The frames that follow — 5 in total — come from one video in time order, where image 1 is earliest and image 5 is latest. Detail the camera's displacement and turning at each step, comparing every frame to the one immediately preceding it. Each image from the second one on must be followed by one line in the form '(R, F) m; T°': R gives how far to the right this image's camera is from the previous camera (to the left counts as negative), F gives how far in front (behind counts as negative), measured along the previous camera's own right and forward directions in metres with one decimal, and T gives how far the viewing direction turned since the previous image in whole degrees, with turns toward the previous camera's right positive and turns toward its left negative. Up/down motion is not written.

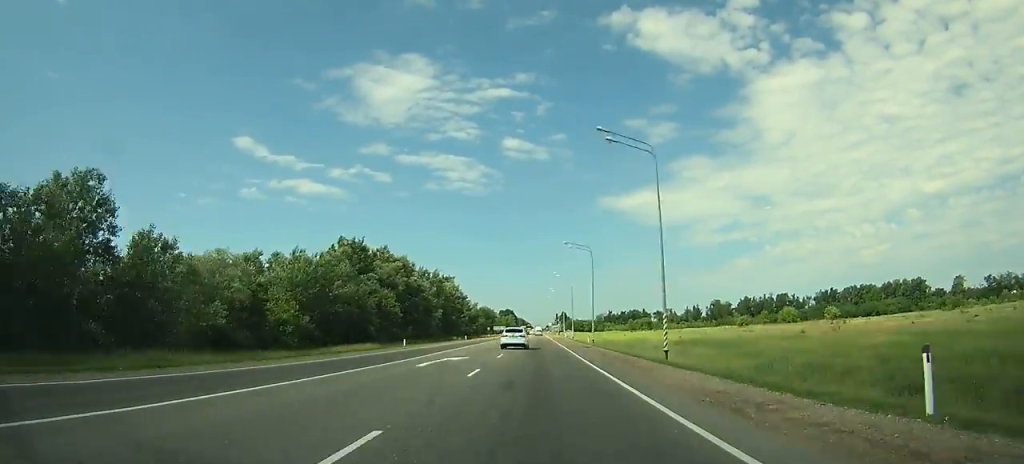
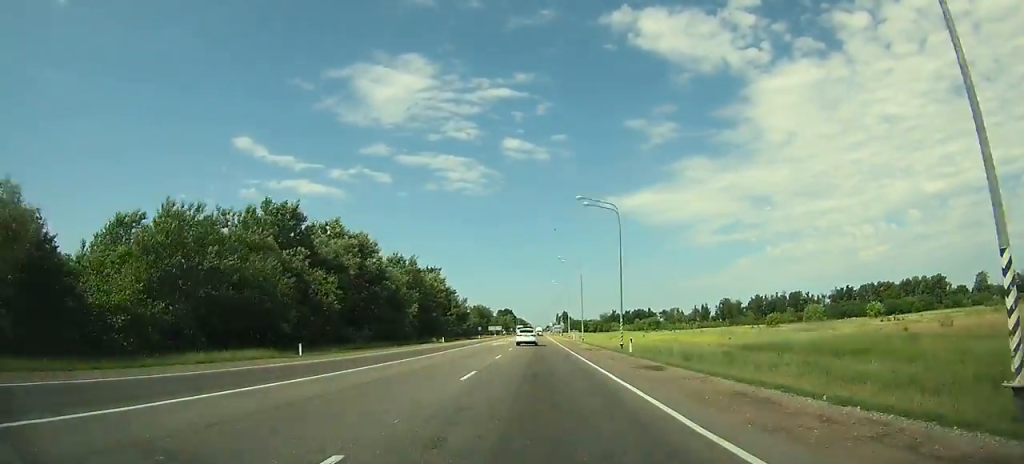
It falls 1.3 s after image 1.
(0.0, +27.1) m; 0°
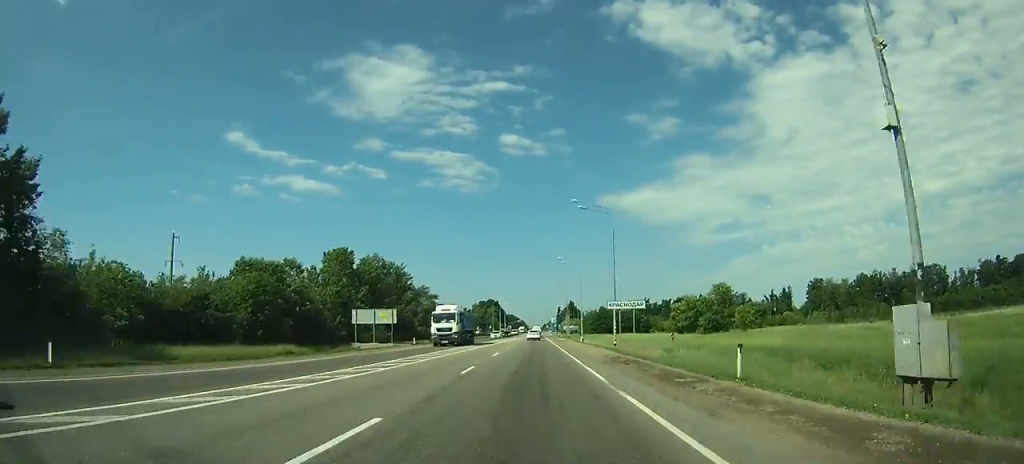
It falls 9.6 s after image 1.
(-0.3, +156.4) m; 0°
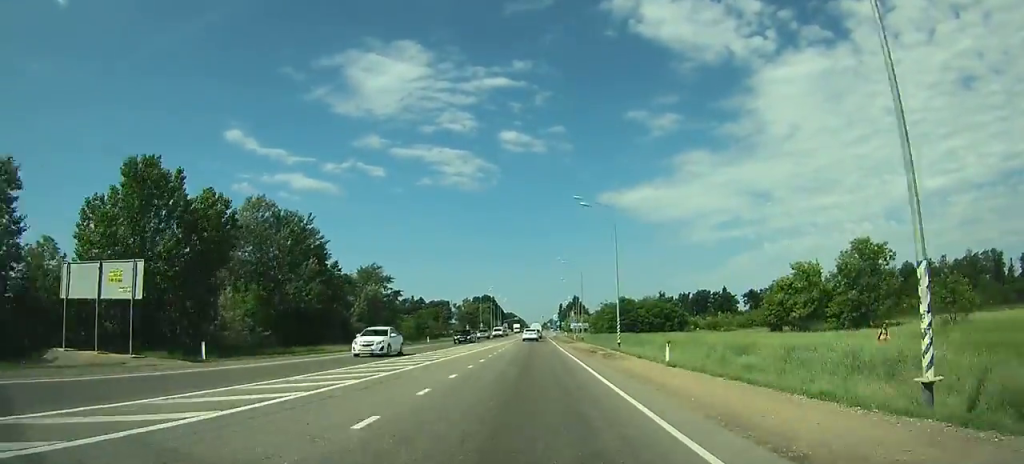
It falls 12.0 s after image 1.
(+0.1, +39.4) m; 0°
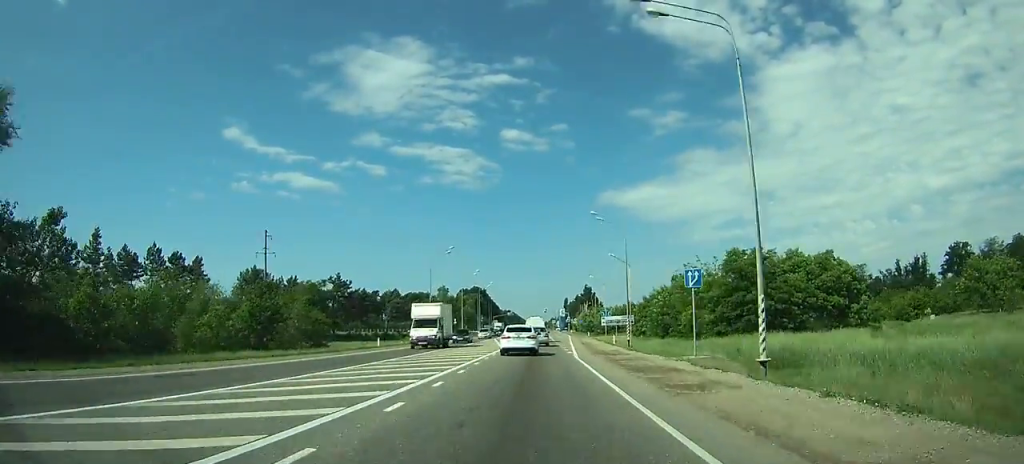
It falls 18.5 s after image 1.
(0.0, +78.7) m; 0°
